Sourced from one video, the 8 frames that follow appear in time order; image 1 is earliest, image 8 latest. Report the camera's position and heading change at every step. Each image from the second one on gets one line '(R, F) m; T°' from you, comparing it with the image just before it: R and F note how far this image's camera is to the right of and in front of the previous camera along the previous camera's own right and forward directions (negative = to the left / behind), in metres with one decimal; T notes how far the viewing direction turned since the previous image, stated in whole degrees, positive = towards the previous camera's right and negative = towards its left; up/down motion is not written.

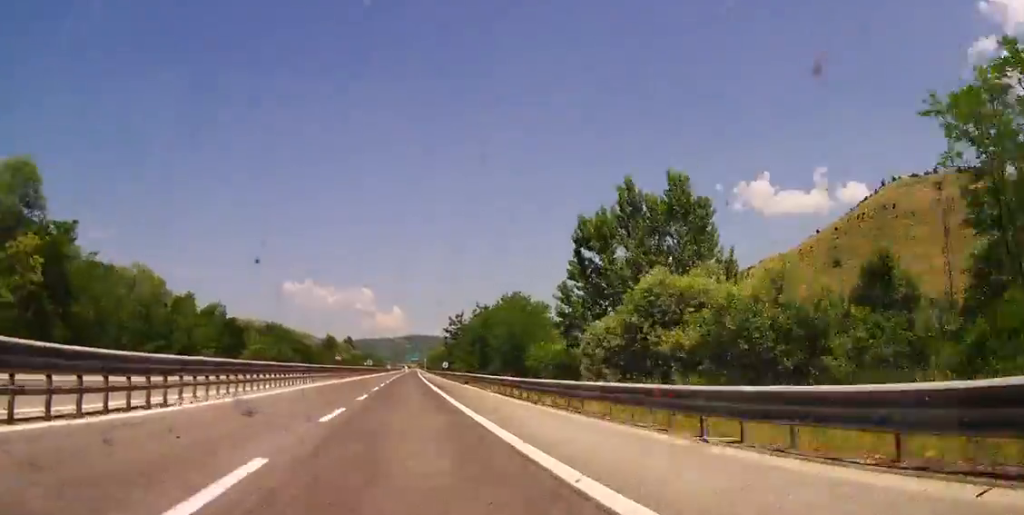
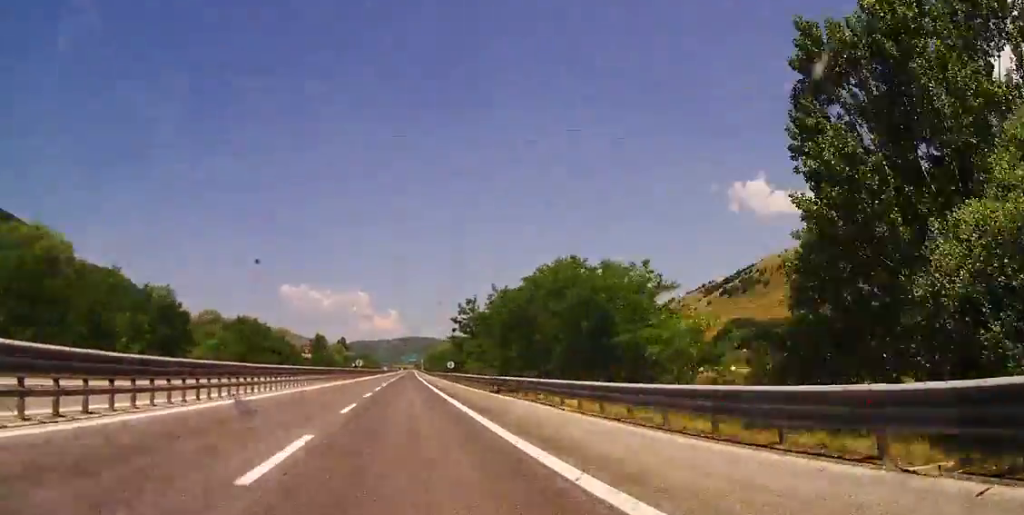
(-0.2, +19.7) m; 0°
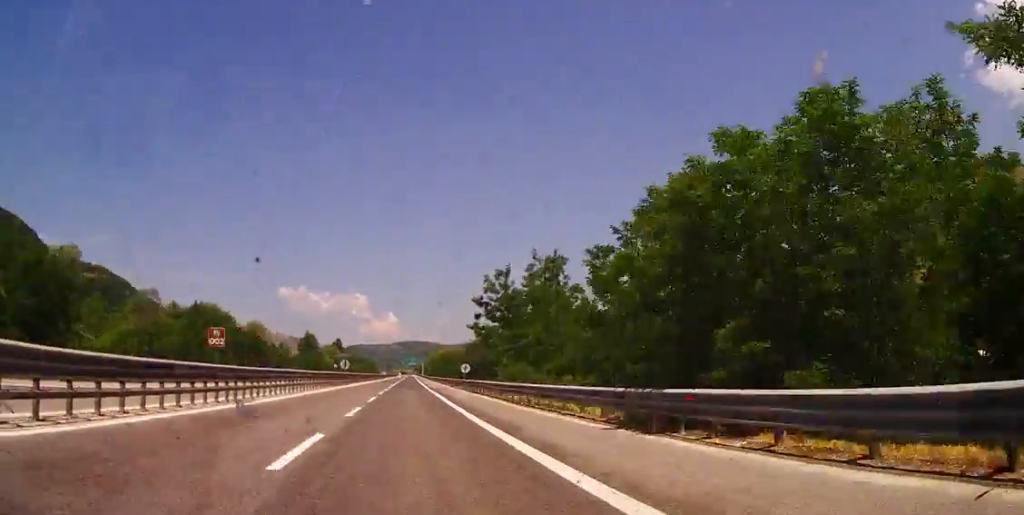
(0.0, +22.2) m; 0°
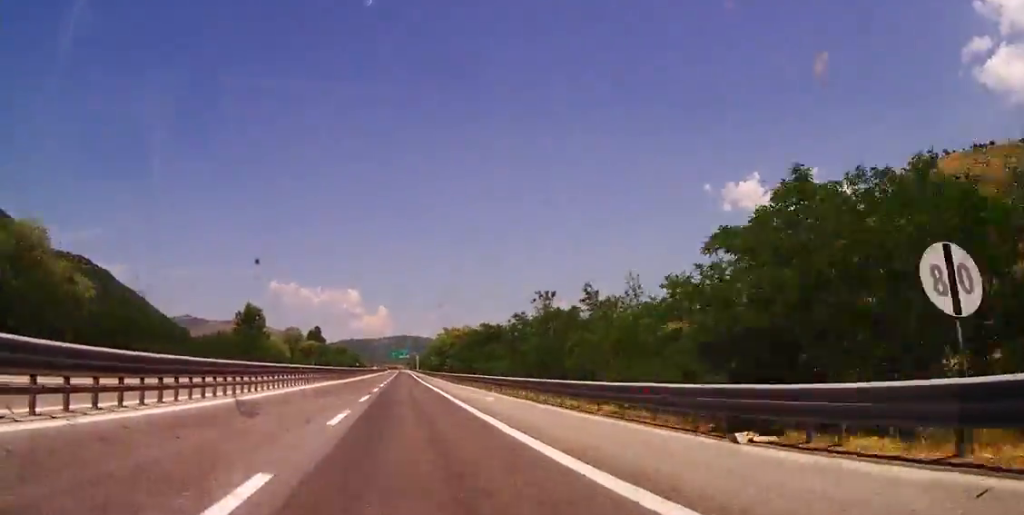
(-0.2, +64.3) m; 0°
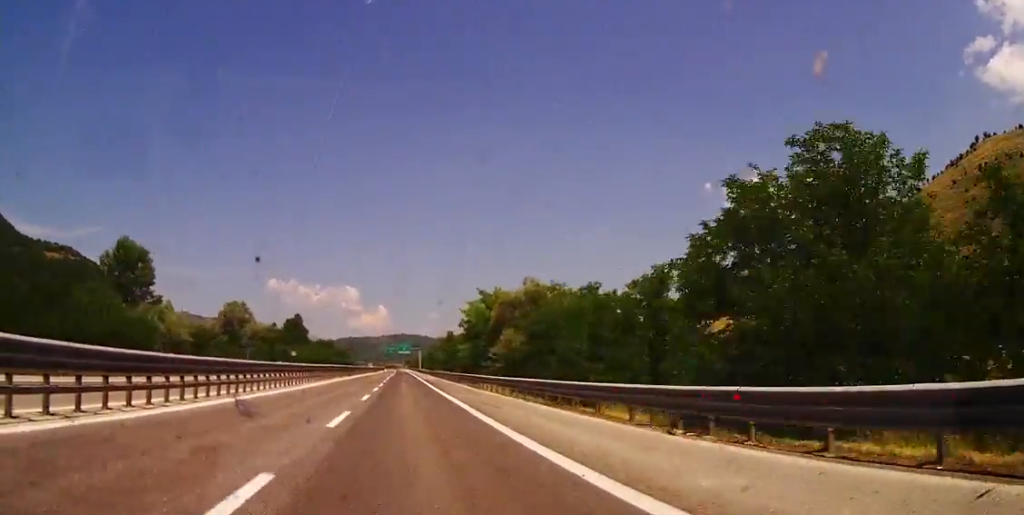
(+1.3, +58.1) m; +2°
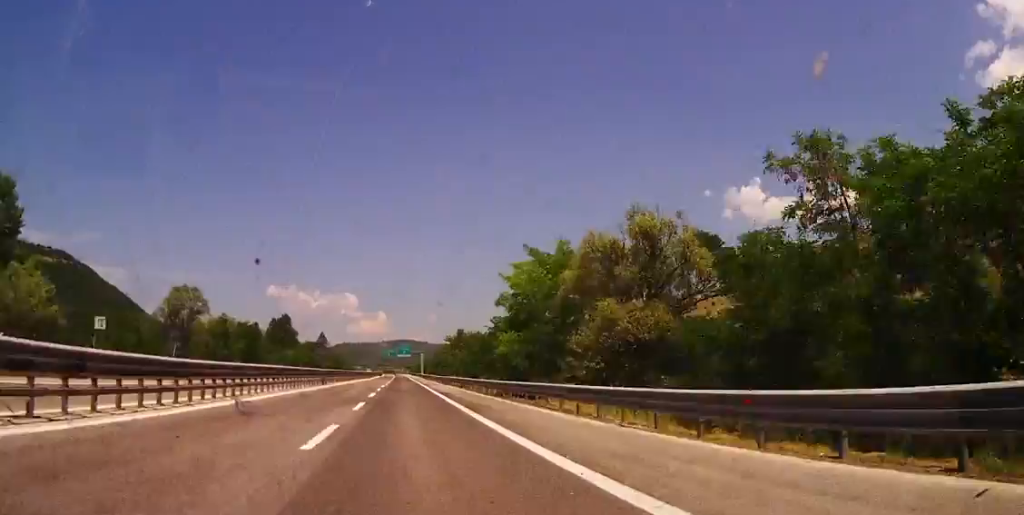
(+0.1, +27.2) m; 0°
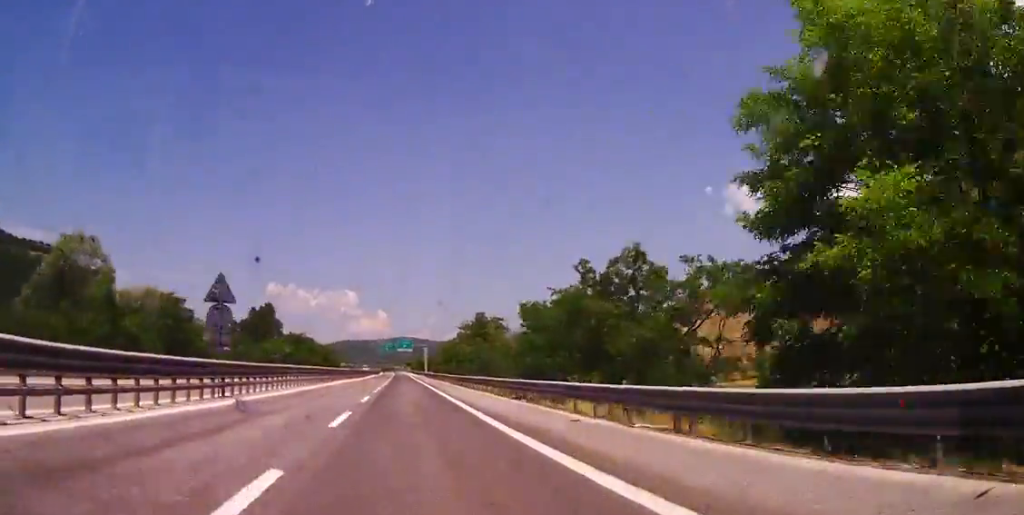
(-0.2, +31.0) m; 0°
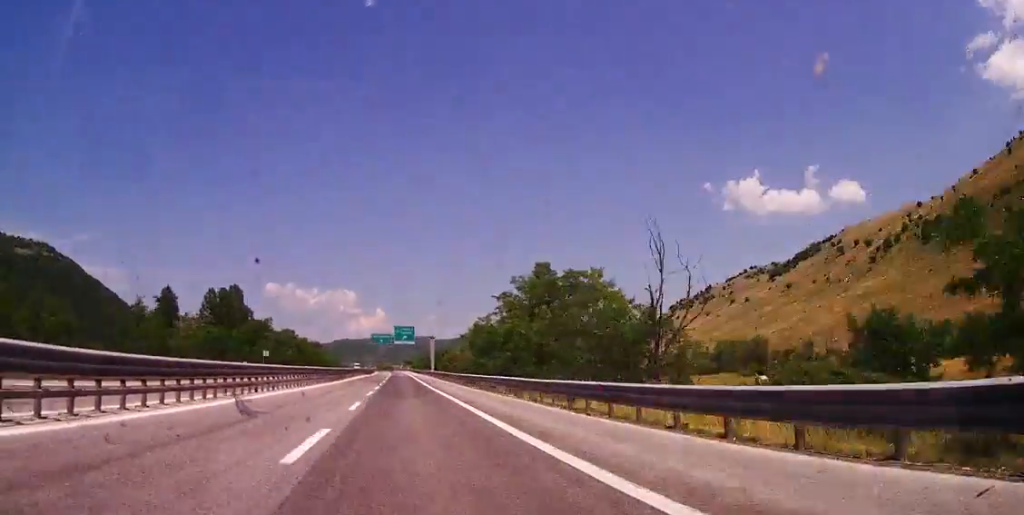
(+0.4, +42.1) m; 0°
